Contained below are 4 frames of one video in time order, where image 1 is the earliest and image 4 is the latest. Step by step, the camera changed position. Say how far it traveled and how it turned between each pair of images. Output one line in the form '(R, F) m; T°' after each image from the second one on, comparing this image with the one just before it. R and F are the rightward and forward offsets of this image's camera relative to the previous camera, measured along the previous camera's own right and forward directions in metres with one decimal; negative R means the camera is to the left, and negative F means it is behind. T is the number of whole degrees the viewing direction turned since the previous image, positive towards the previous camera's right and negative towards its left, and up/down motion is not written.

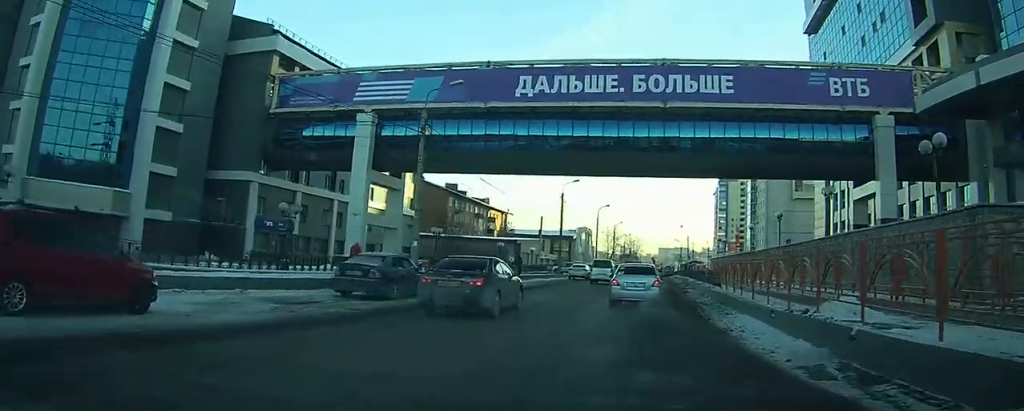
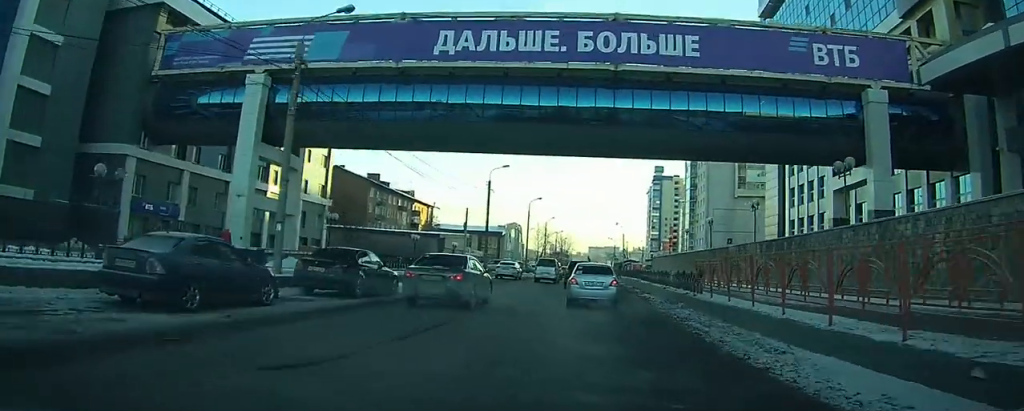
(+0.2, +7.6) m; +4°
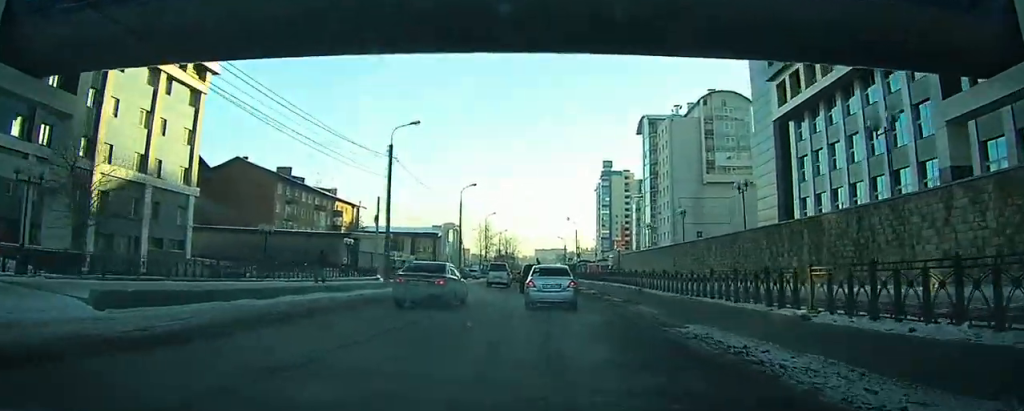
(+1.0, +16.2) m; +6°
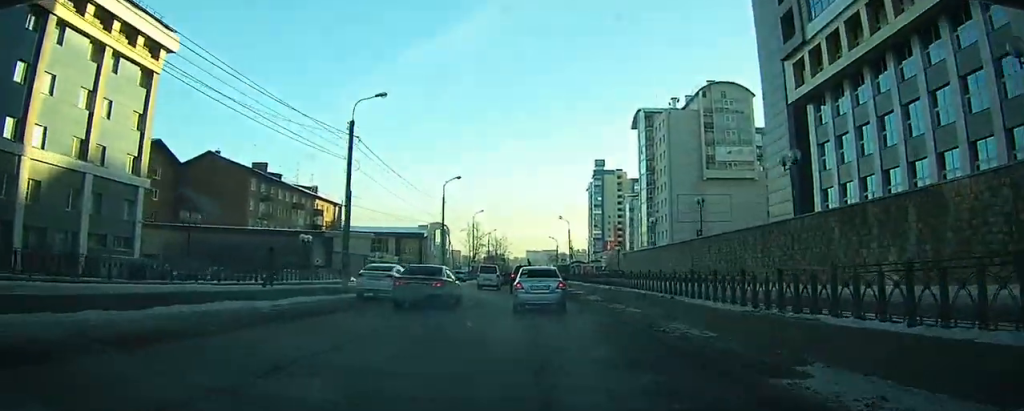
(+0.3, +5.5) m; +2°
